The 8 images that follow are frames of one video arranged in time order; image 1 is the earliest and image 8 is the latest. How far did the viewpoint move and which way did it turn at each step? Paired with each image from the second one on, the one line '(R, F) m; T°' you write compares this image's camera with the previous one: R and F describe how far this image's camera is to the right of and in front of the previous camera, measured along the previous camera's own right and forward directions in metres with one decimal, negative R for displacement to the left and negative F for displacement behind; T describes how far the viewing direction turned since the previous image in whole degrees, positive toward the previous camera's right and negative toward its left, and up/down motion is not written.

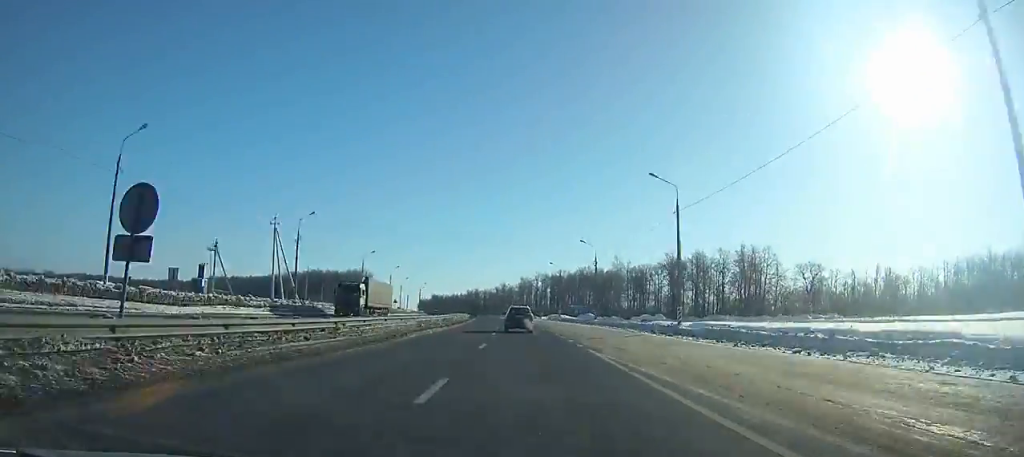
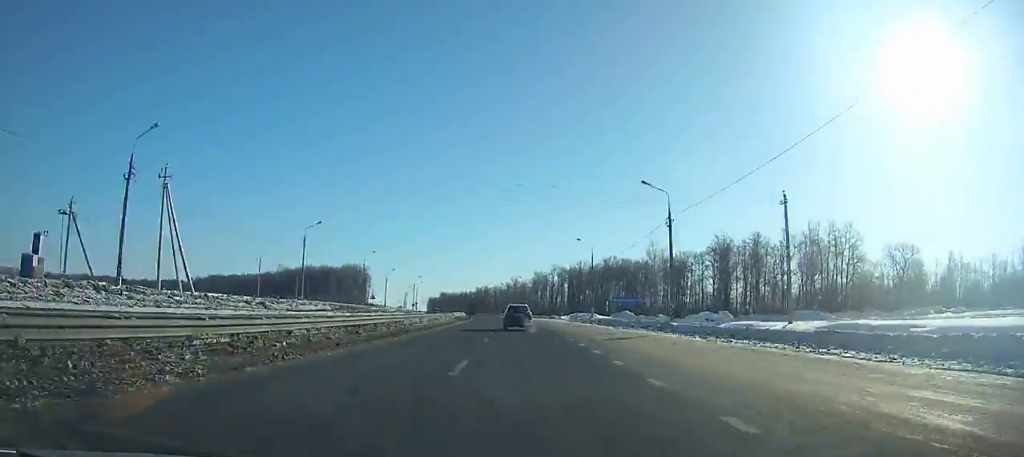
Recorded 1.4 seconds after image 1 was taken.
(-0.9, +32.1) m; -2°
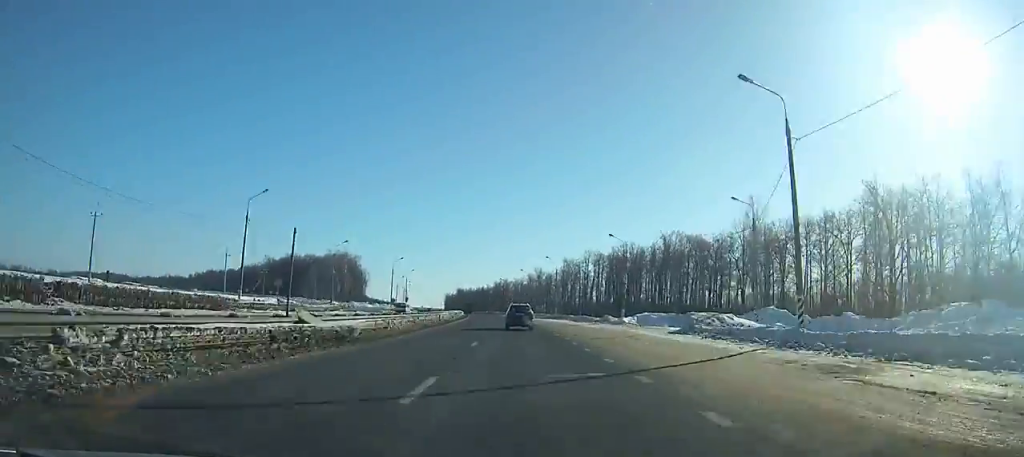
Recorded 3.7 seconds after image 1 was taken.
(-1.0, +52.9) m; -3°
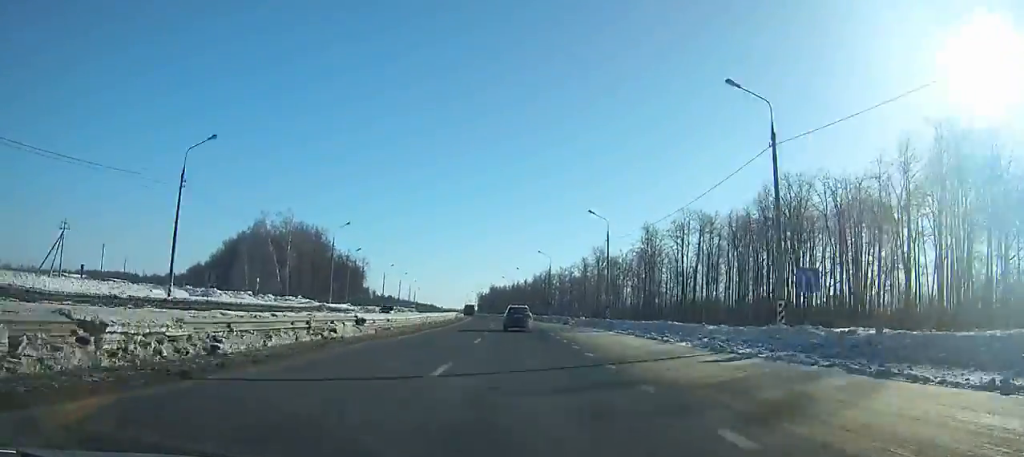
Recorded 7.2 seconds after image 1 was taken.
(-2.9, +81.6) m; -4°
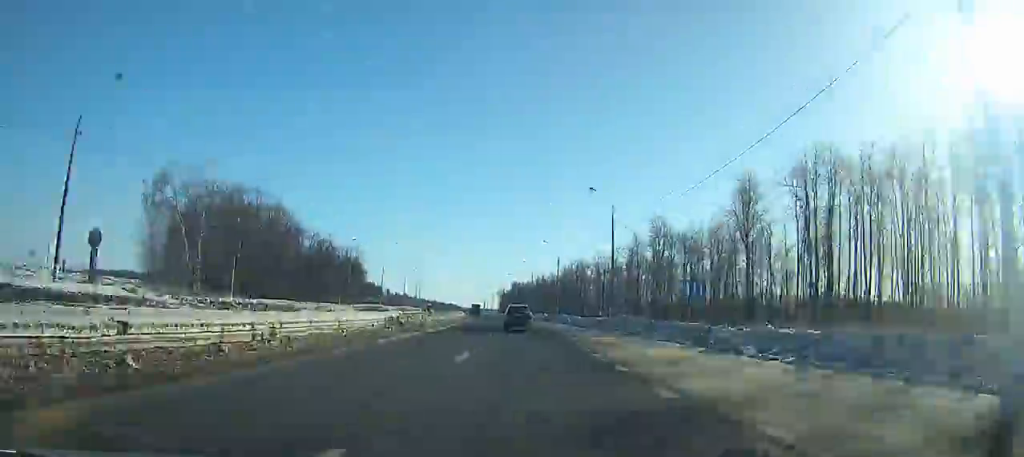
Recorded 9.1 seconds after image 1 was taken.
(-0.4, +44.8) m; -2°
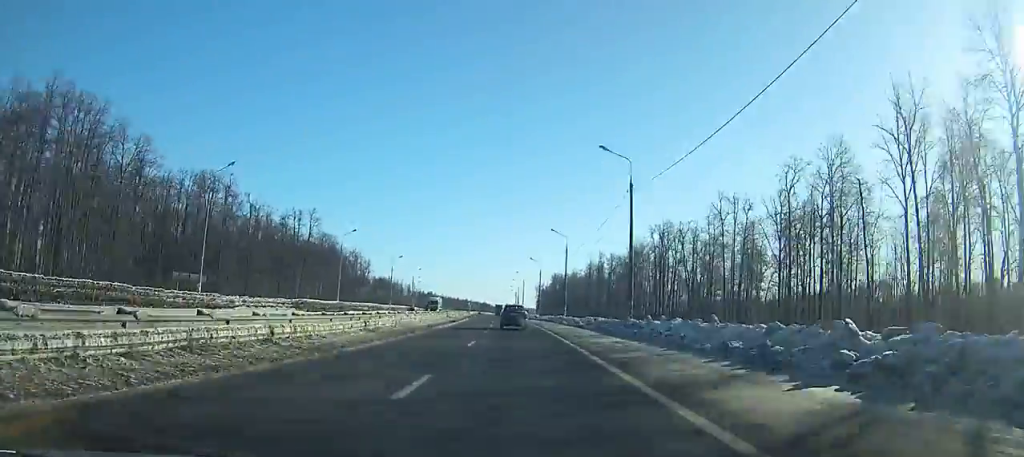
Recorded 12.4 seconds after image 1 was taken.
(-2.8, +79.0) m; -4°
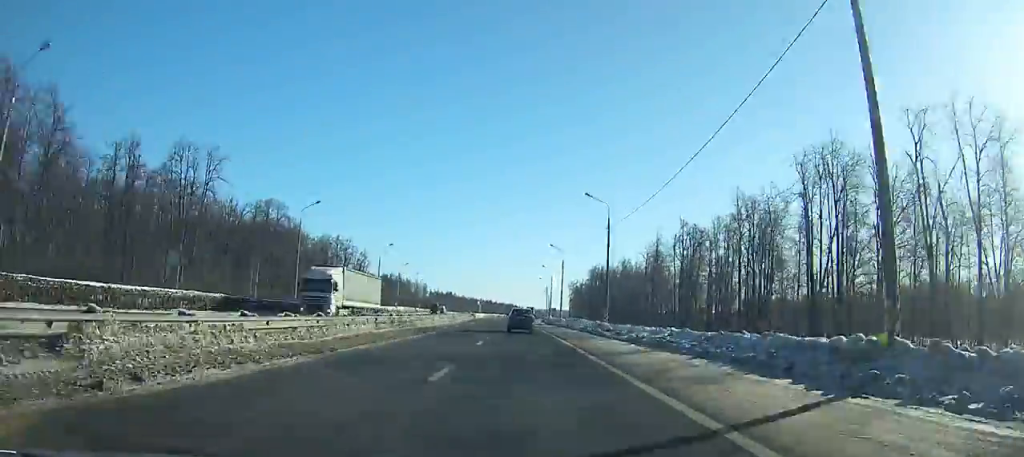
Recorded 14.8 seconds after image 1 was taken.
(-1.4, +58.1) m; -2°
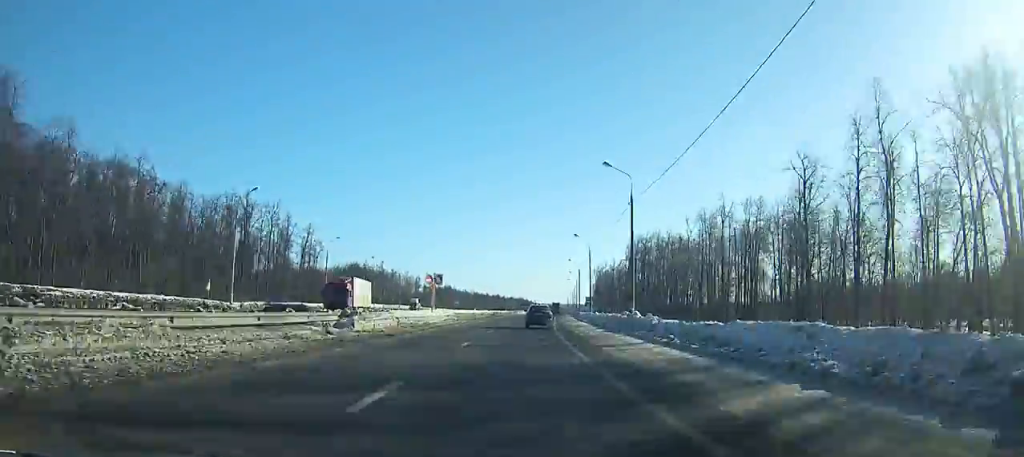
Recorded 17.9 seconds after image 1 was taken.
(-1.5, +75.8) m; -1°
